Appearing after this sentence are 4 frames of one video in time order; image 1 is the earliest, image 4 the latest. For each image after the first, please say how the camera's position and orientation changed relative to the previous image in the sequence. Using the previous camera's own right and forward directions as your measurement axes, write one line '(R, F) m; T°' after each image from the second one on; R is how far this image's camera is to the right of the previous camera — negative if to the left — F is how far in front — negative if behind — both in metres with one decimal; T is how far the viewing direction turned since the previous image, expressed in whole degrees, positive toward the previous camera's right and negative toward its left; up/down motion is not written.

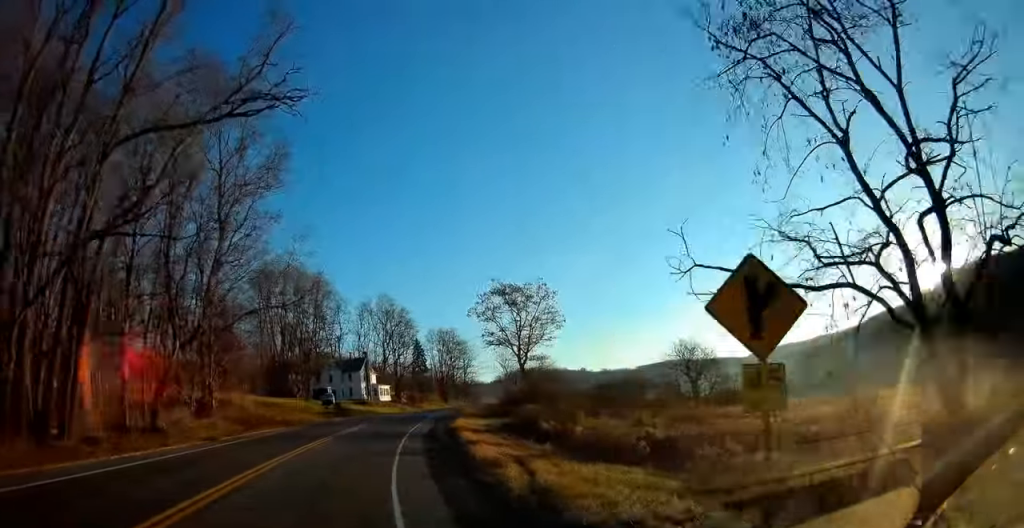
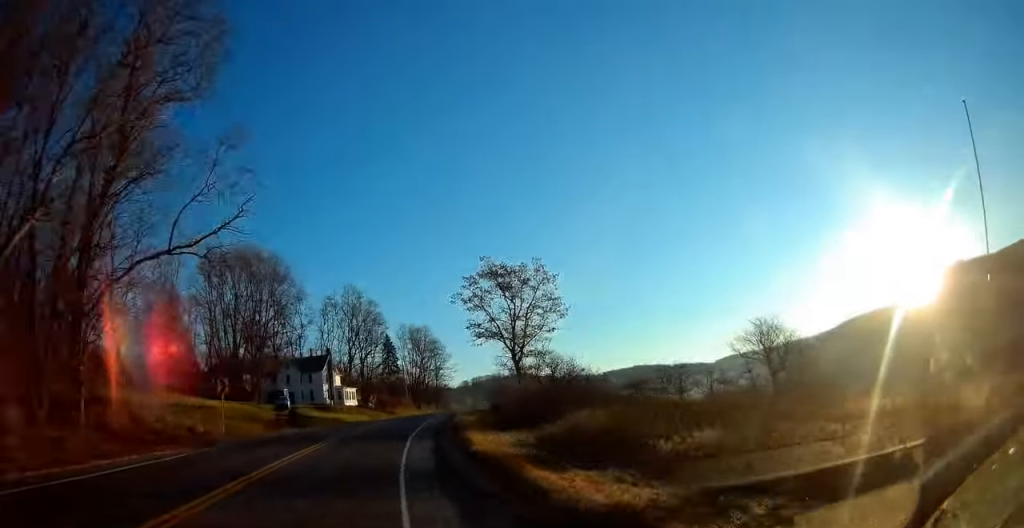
(+0.3, +15.5) m; +3°
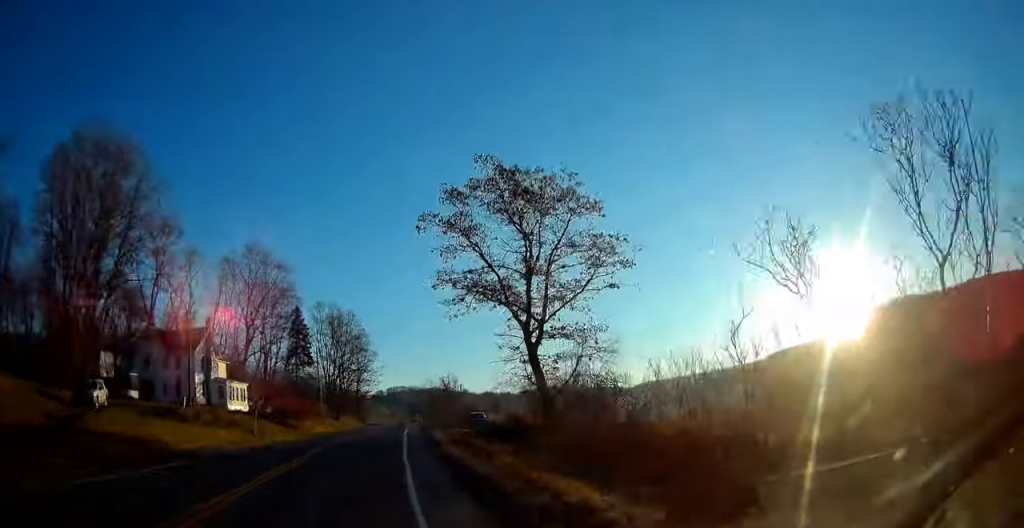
(+2.1, +34.7) m; +6°
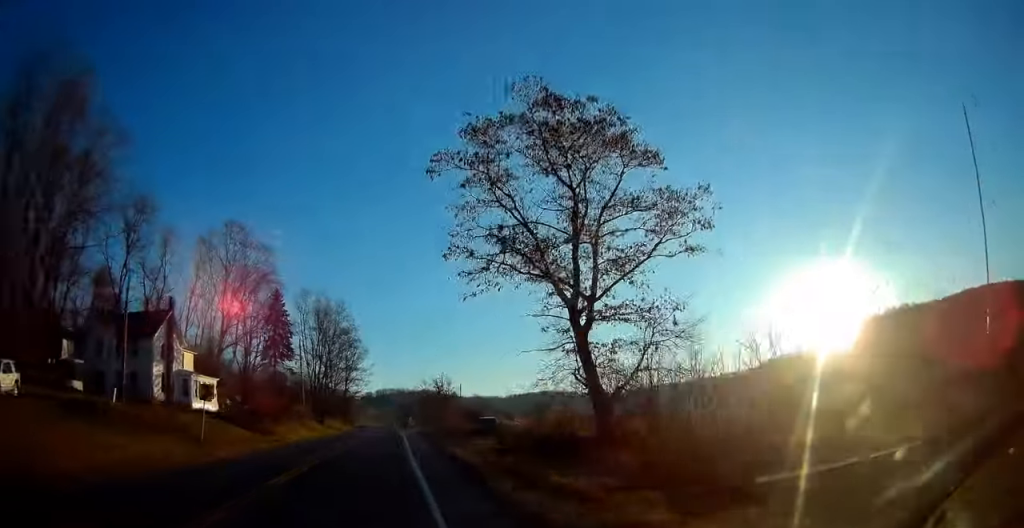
(+0.2, +10.4) m; +2°
